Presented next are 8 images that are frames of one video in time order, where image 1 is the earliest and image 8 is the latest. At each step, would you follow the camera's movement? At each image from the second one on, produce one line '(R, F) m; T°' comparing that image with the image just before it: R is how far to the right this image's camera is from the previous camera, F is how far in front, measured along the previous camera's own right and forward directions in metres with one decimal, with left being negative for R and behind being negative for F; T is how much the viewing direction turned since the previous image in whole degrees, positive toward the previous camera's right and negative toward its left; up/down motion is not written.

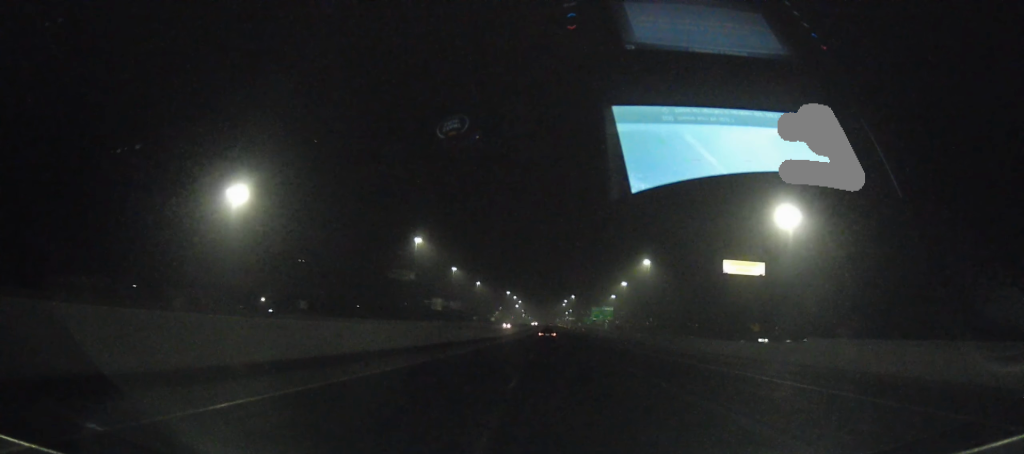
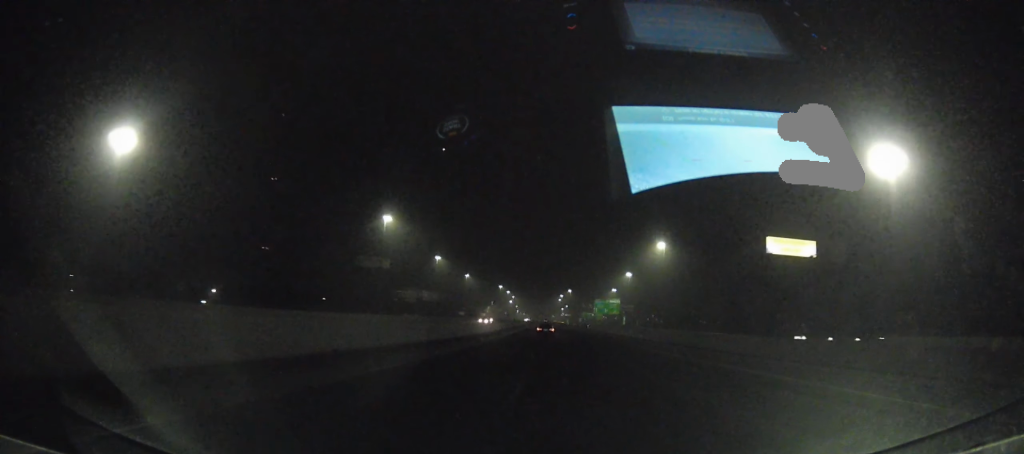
(+0.1, +38.7) m; 0°
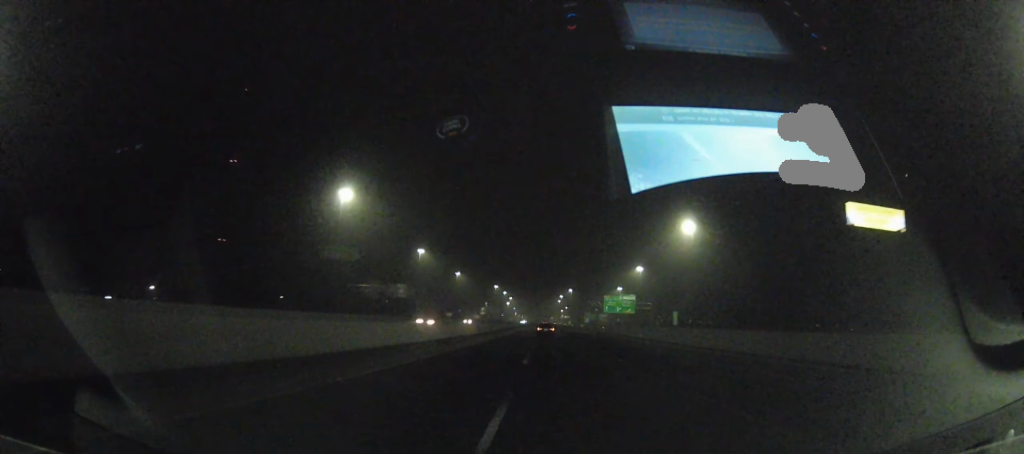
(-0.2, +40.6) m; 0°
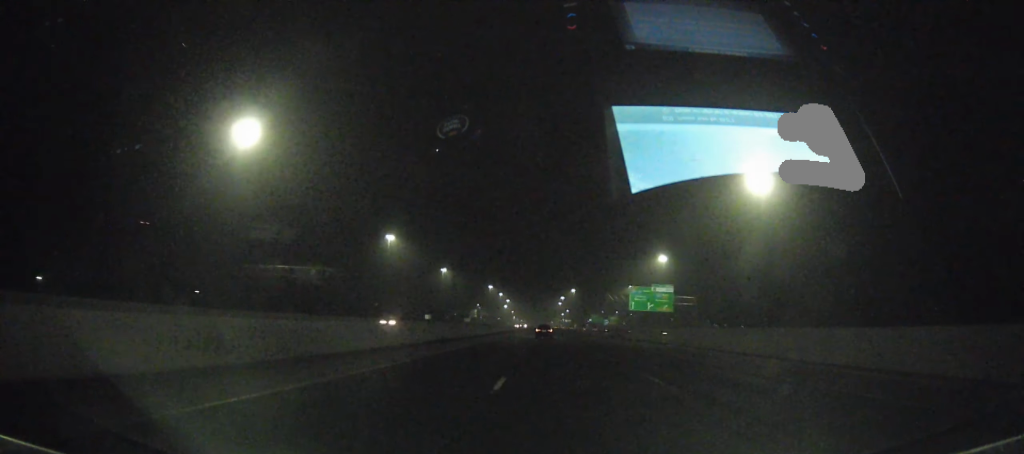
(+0.4, +55.7) m; +1°
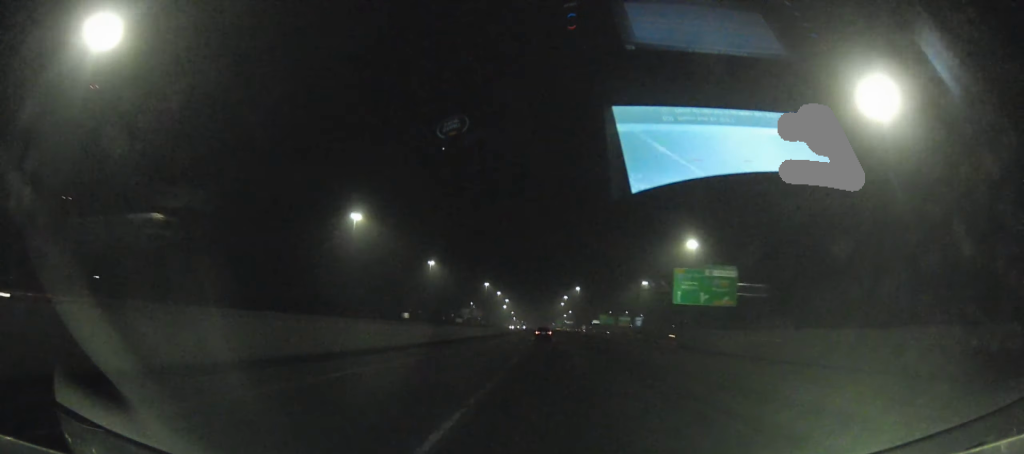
(+0.4, +43.6) m; 0°
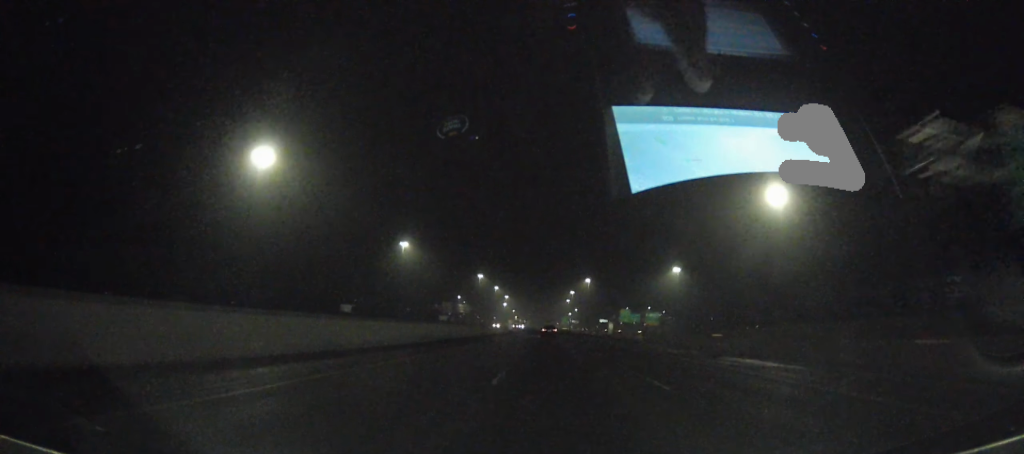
(-0.4, +67.5) m; -1°
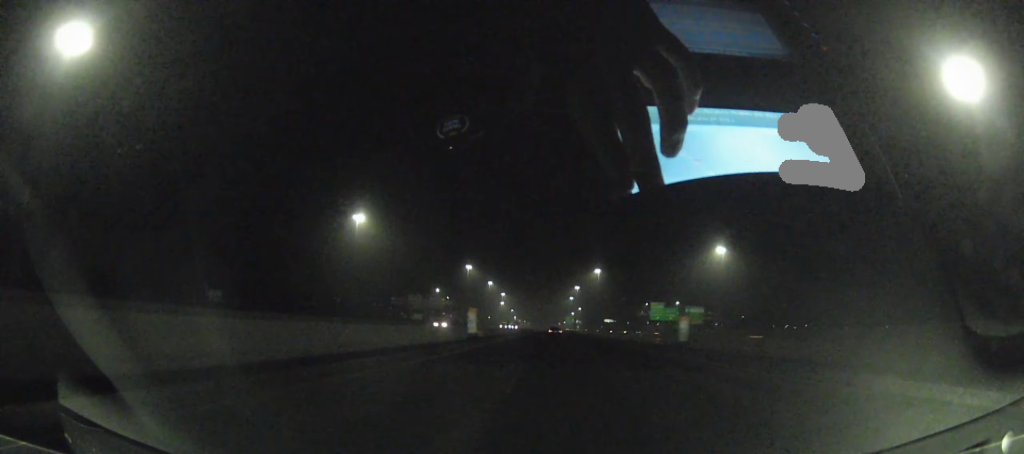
(0.0, +62.6) m; 0°
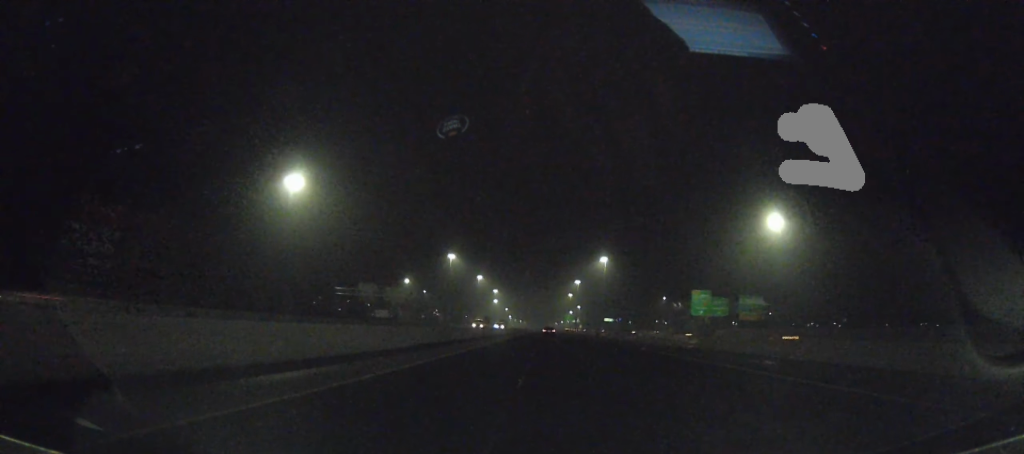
(0.0, +48.6) m; 0°
